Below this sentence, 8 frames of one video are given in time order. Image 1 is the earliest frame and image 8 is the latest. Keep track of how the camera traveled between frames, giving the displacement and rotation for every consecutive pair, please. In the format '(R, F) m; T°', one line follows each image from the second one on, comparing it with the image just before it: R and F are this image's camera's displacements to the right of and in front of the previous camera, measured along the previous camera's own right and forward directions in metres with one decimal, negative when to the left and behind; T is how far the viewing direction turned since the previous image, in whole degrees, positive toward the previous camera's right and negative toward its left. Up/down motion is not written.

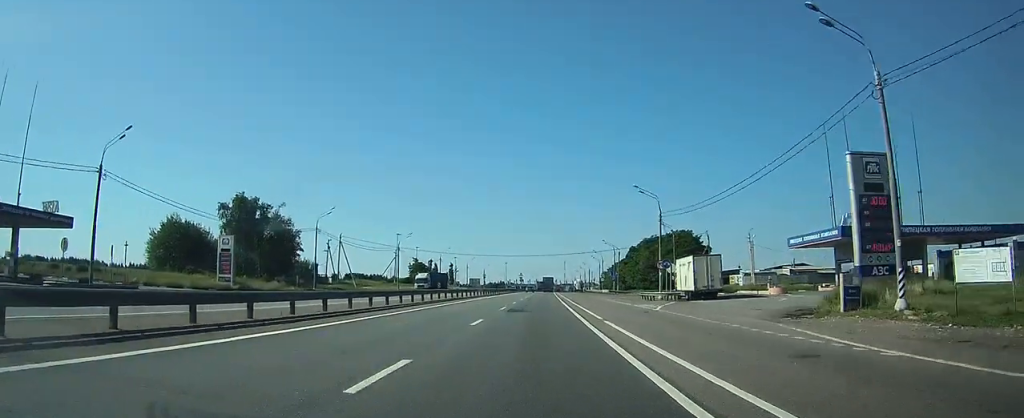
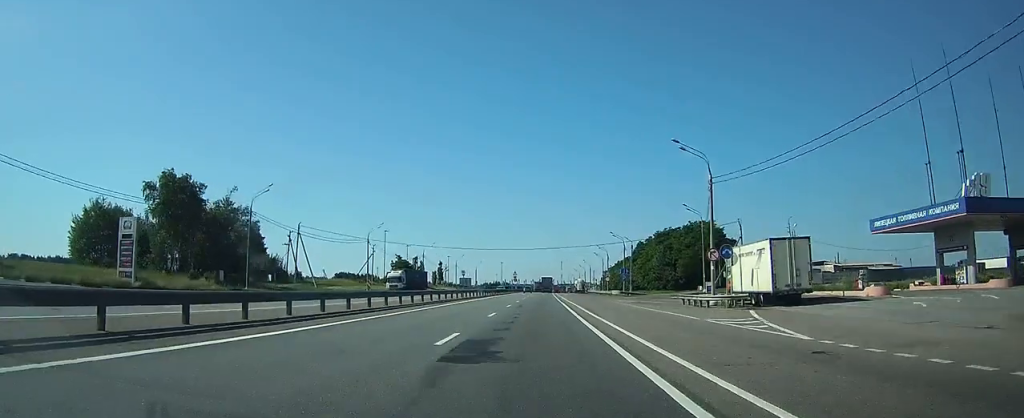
(0.0, +18.5) m; 0°
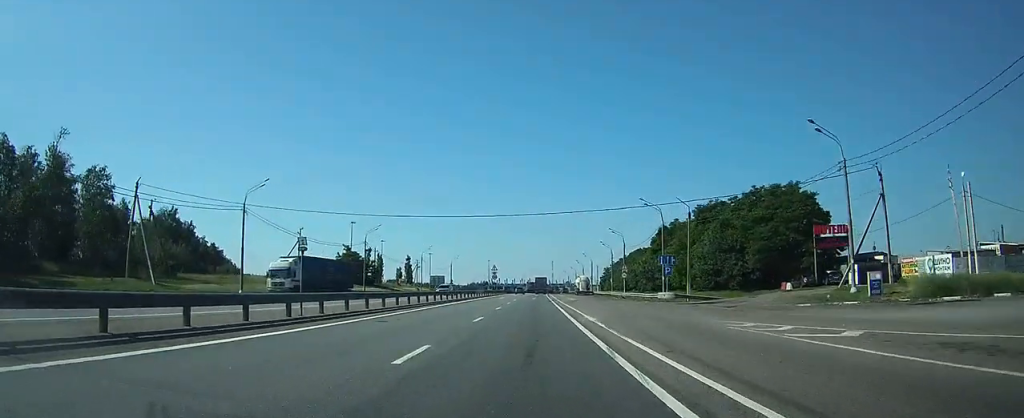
(+0.2, +39.1) m; +1°
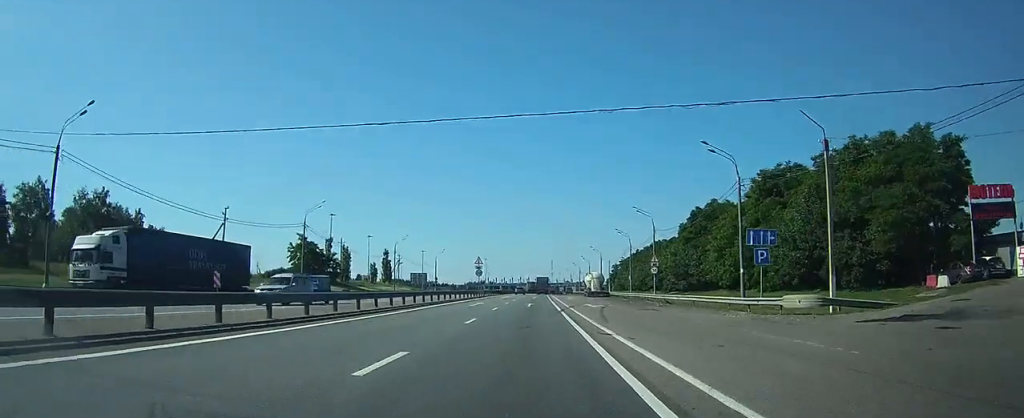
(+0.1, +25.5) m; 0°
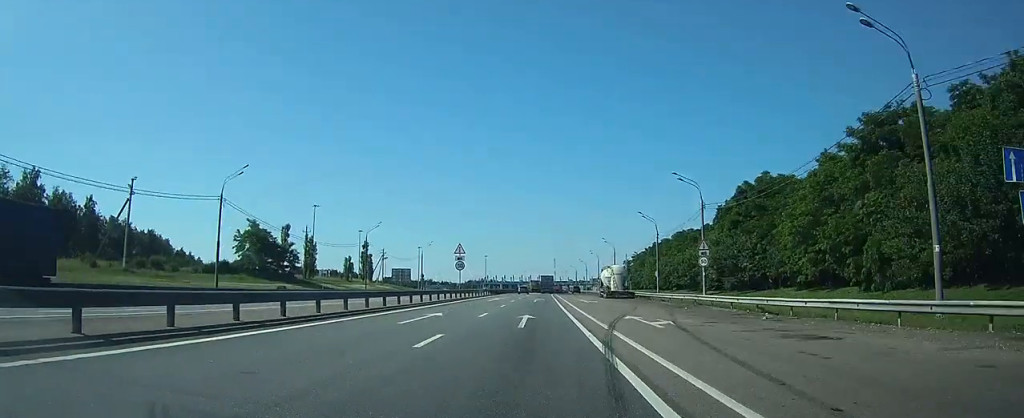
(0.0, +20.4) m; 0°
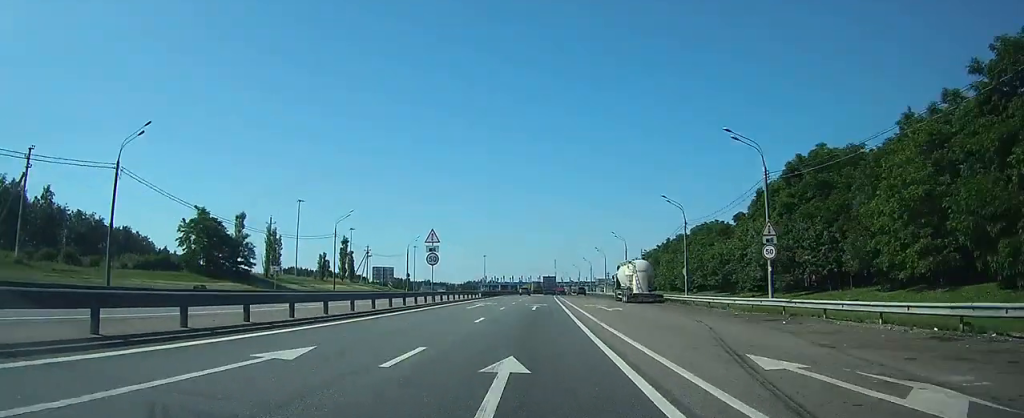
(0.0, +14.7) m; 0°
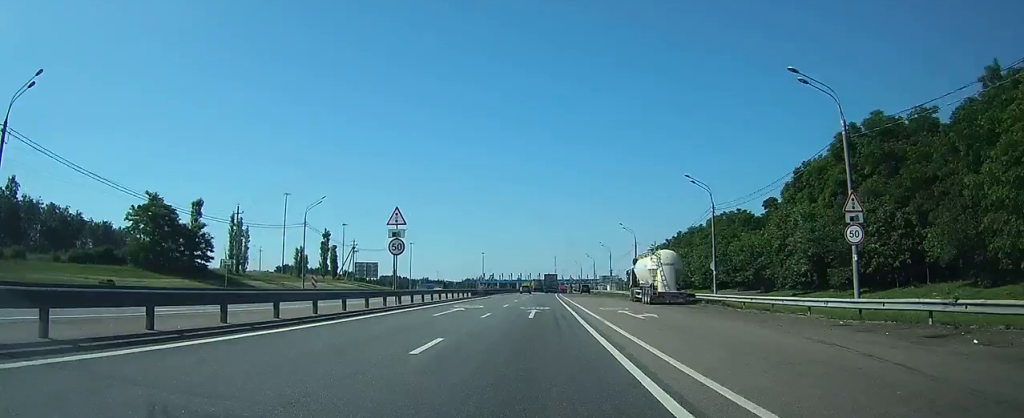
(0.0, +10.4) m; 0°
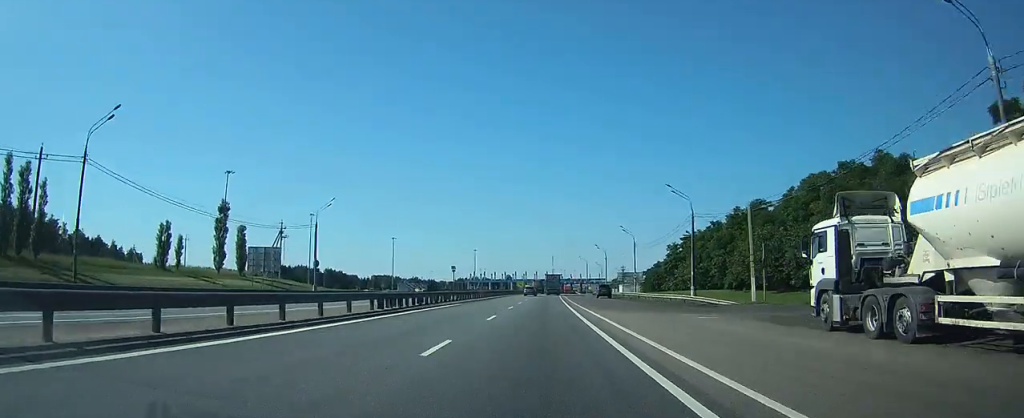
(+0.1, +36.5) m; +1°
